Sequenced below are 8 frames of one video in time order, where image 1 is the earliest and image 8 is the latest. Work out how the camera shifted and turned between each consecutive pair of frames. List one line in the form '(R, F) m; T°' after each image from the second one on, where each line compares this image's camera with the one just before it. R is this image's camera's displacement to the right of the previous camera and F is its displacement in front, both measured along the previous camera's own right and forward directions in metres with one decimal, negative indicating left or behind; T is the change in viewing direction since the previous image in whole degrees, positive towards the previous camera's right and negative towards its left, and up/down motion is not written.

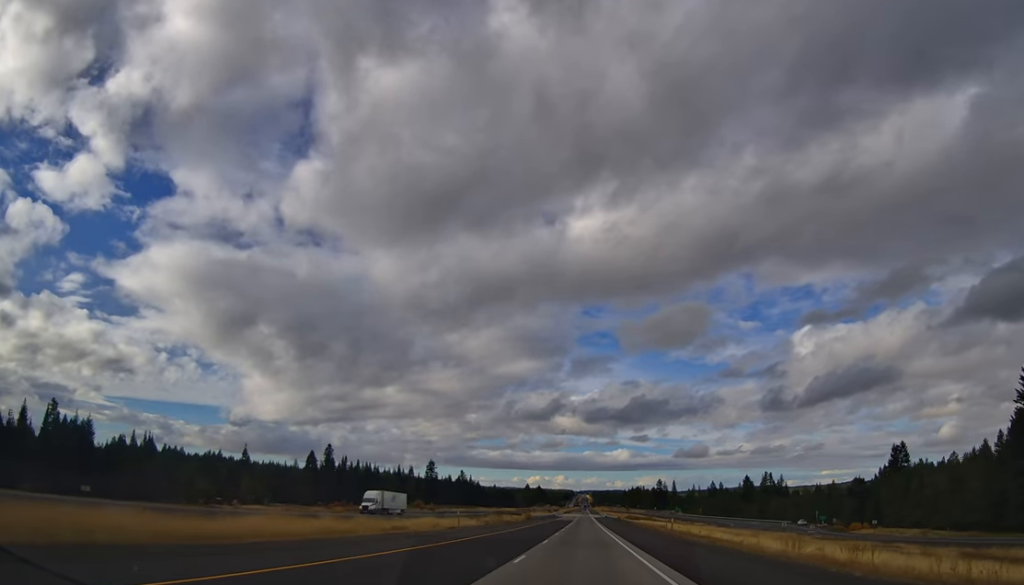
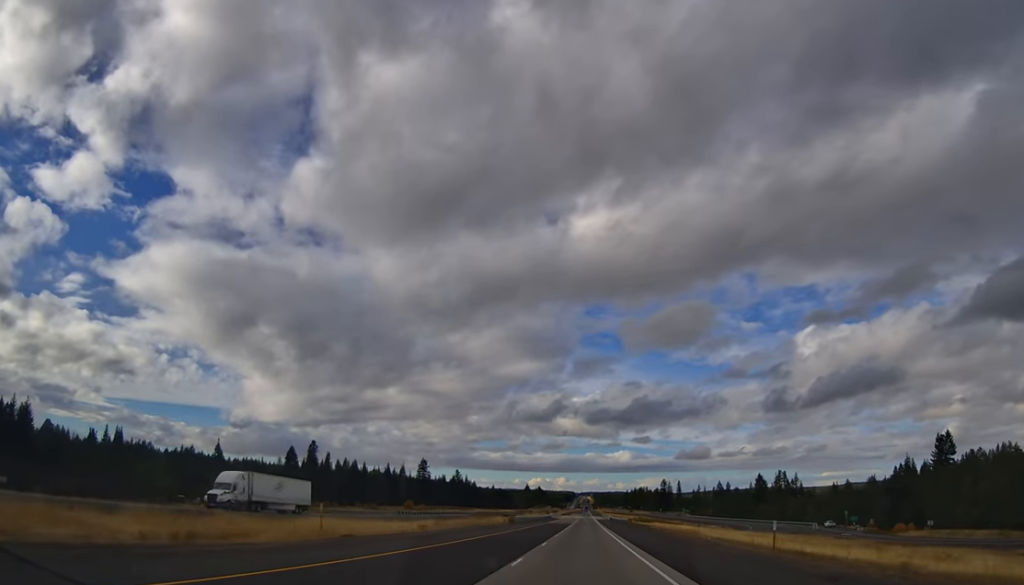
(+0.1, +25.4) m; 0°
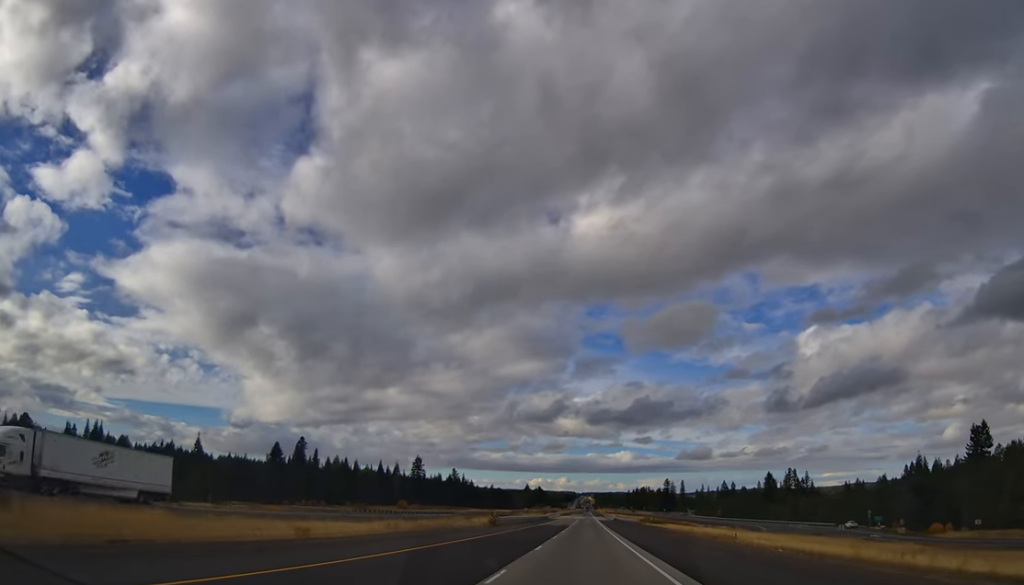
(+0.1, +16.6) m; 0°
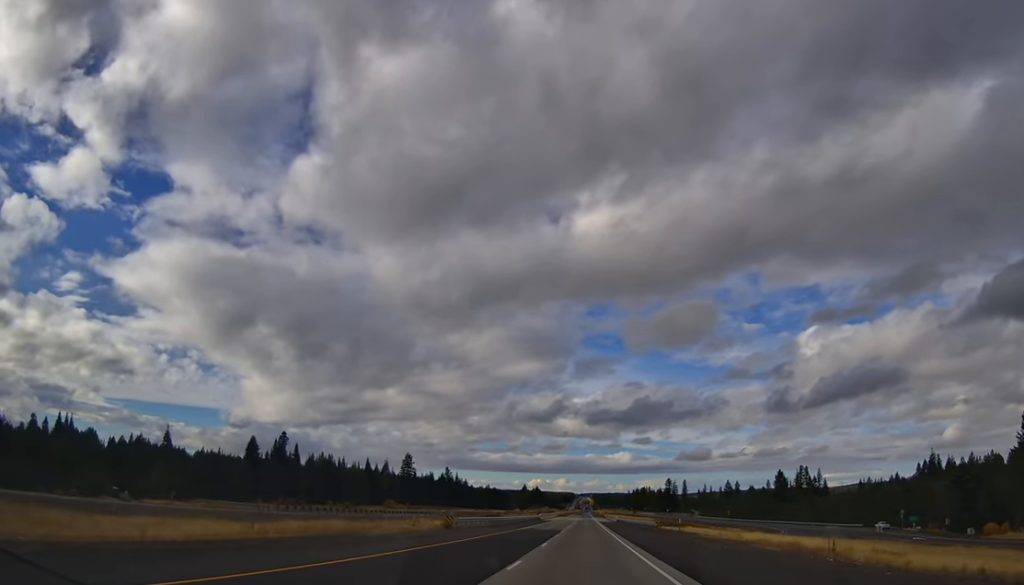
(0.0, +21.2) m; -1°
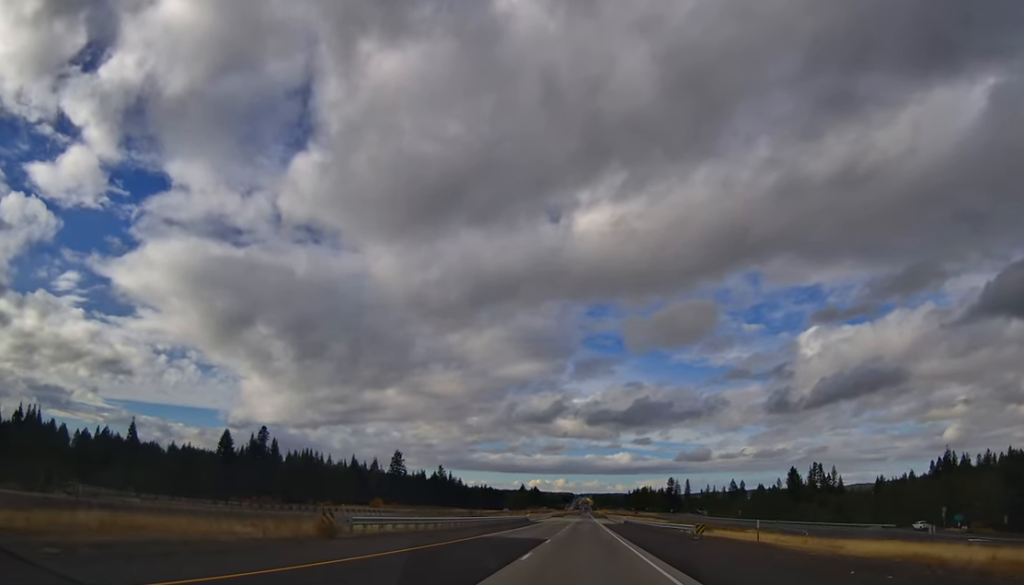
(-0.1, +21.2) m; -1°
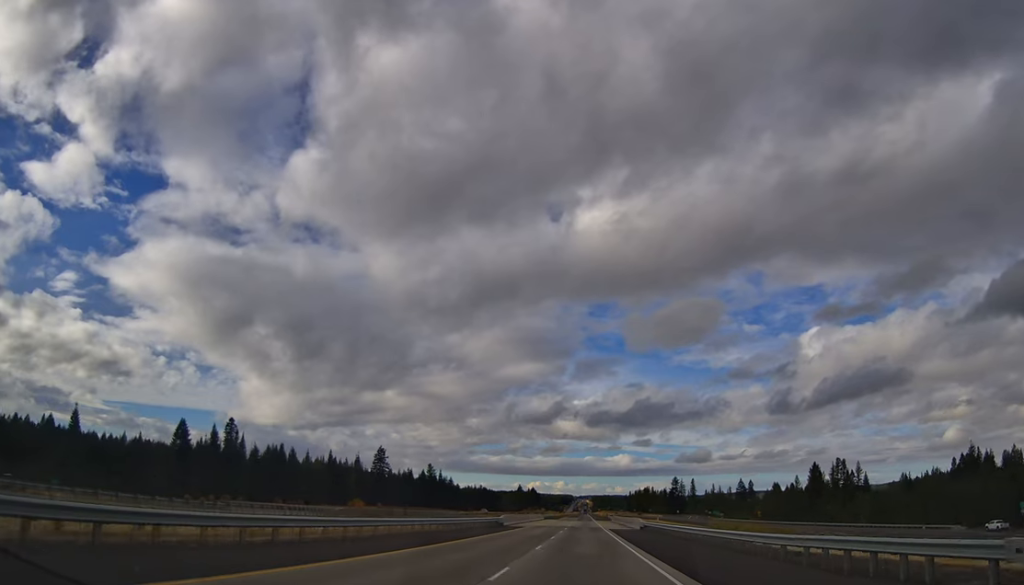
(-0.4, +30.2) m; 0°
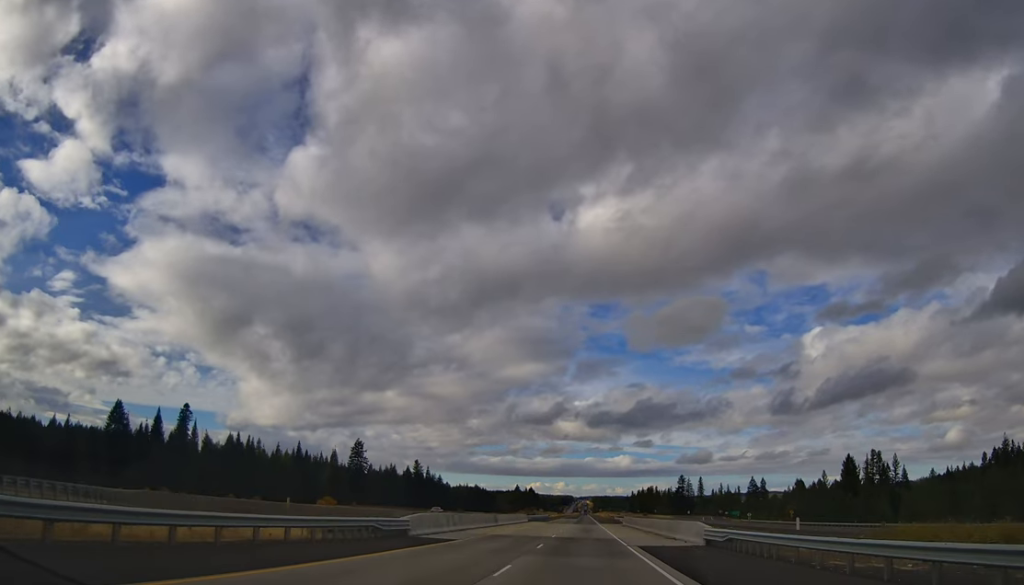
(+0.4, +35.8) m; +1°
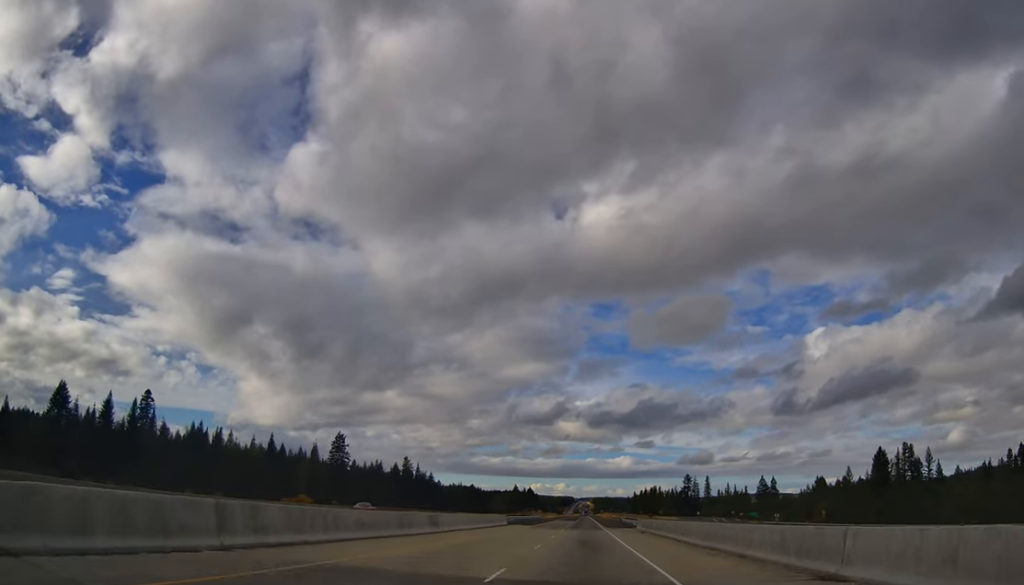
(+0.3, +25.7) m; -1°
